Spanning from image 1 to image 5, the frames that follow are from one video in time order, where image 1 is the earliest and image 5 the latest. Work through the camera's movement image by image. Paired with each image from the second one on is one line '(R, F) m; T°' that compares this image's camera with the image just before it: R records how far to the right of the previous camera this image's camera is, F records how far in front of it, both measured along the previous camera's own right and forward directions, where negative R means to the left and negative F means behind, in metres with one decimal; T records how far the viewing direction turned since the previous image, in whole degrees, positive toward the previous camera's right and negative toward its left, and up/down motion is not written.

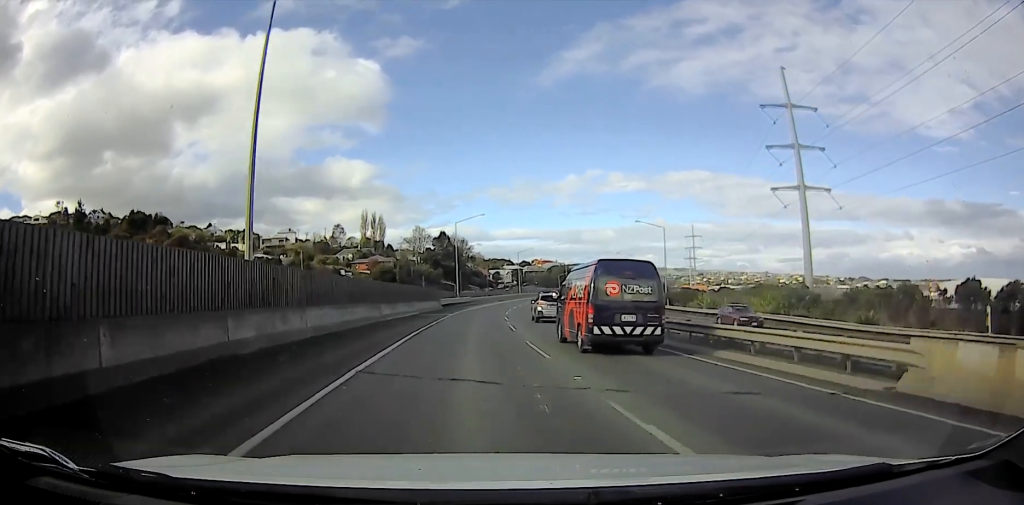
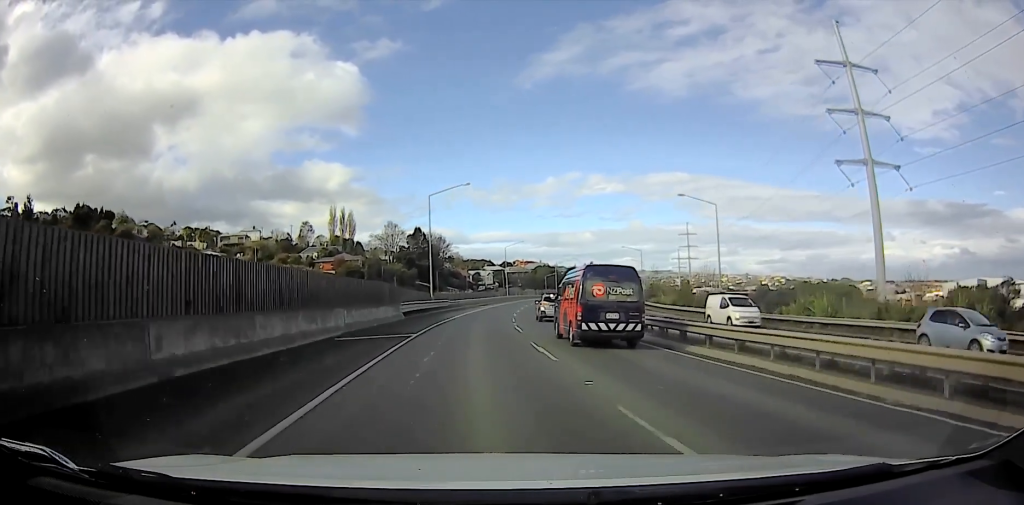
(-0.3, +25.6) m; 0°
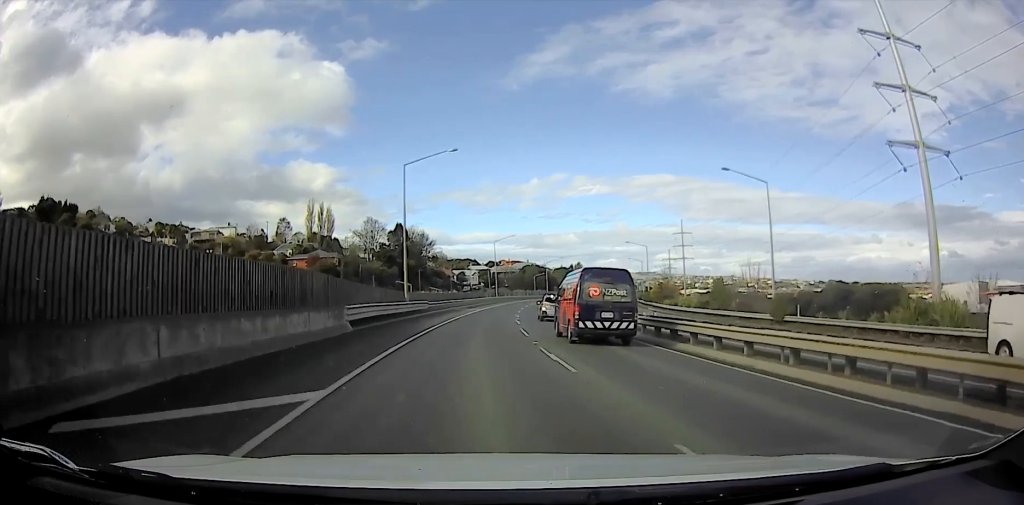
(+0.1, +13.9) m; +1°
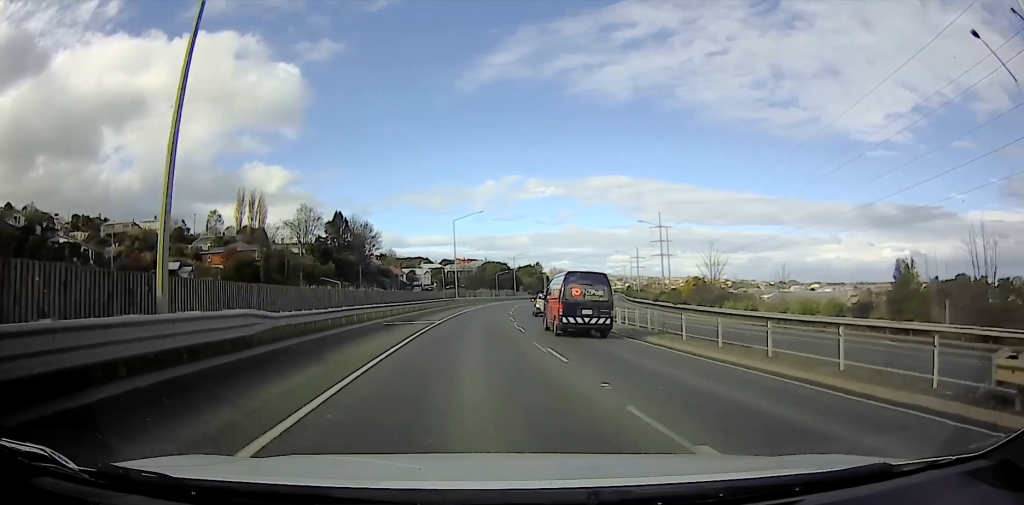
(+0.6, +31.0) m; +3°
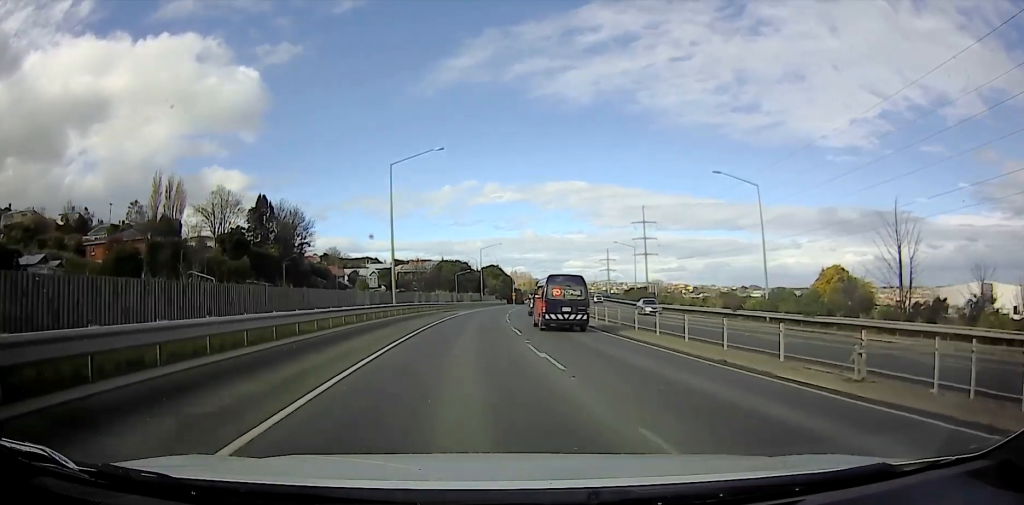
(0.0, +31.9) m; -2°
